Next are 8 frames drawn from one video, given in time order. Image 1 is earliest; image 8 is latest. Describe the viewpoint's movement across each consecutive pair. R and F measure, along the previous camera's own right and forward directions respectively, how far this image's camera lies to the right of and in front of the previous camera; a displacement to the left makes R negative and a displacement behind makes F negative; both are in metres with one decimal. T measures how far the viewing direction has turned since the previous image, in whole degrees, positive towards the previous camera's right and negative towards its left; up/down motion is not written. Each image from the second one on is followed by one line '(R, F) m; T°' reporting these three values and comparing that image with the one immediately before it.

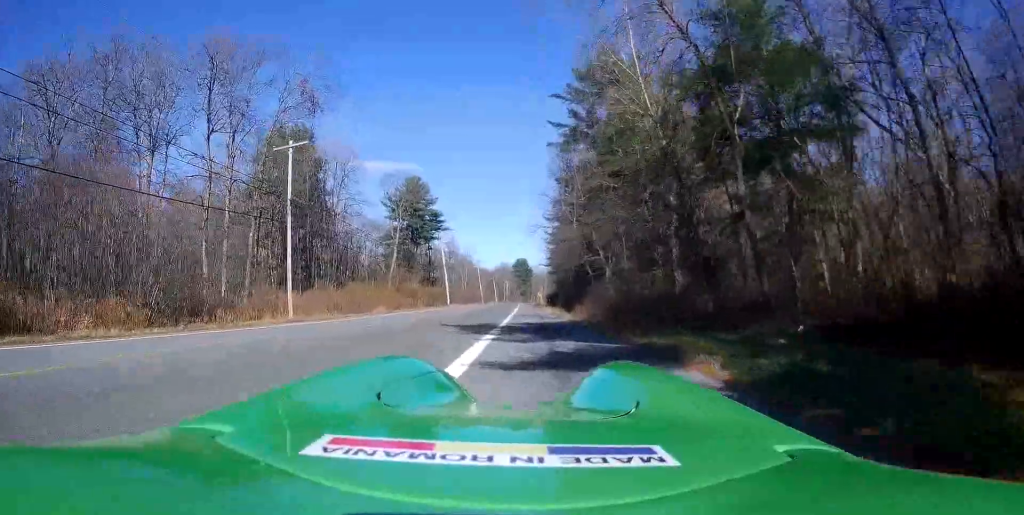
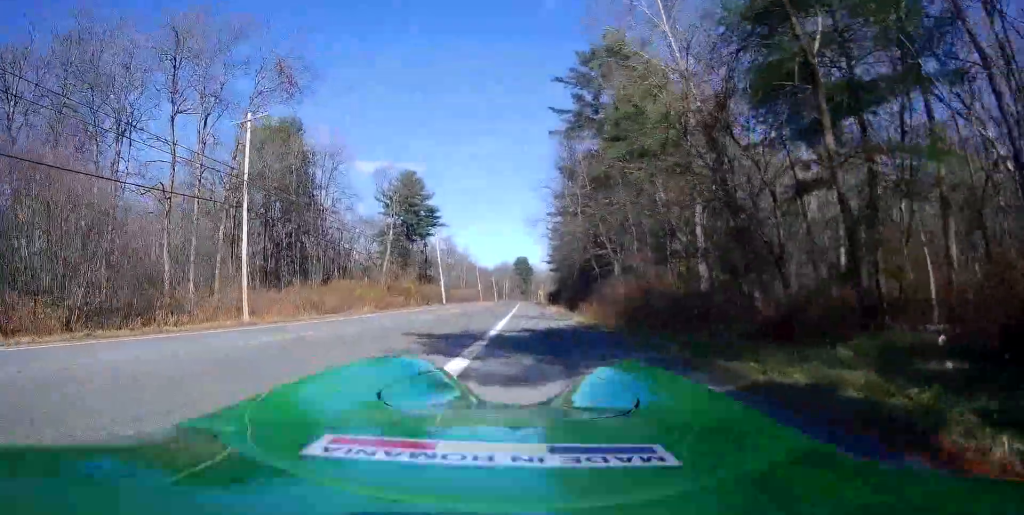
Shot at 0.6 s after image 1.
(+0.2, +4.6) m; +2°
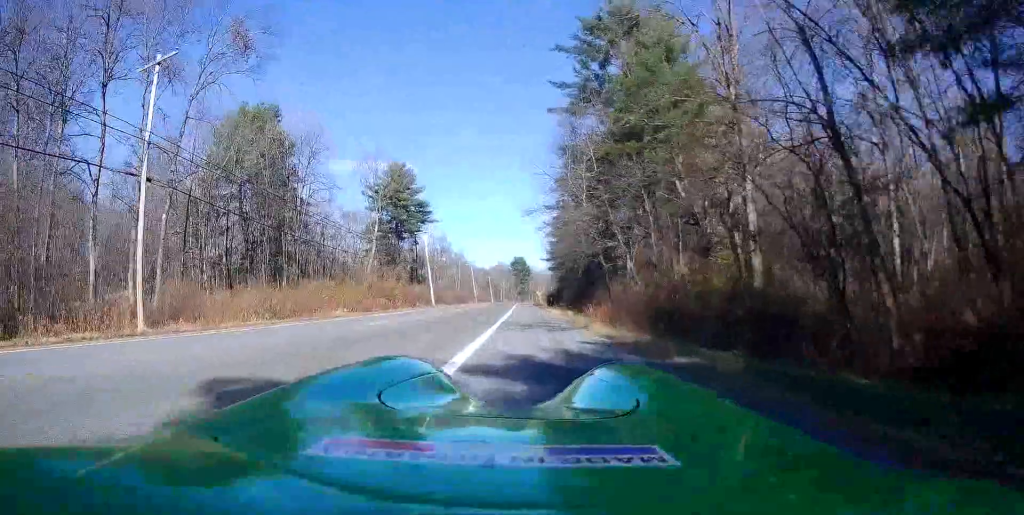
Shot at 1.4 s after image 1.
(+0.1, +7.2) m; +1°
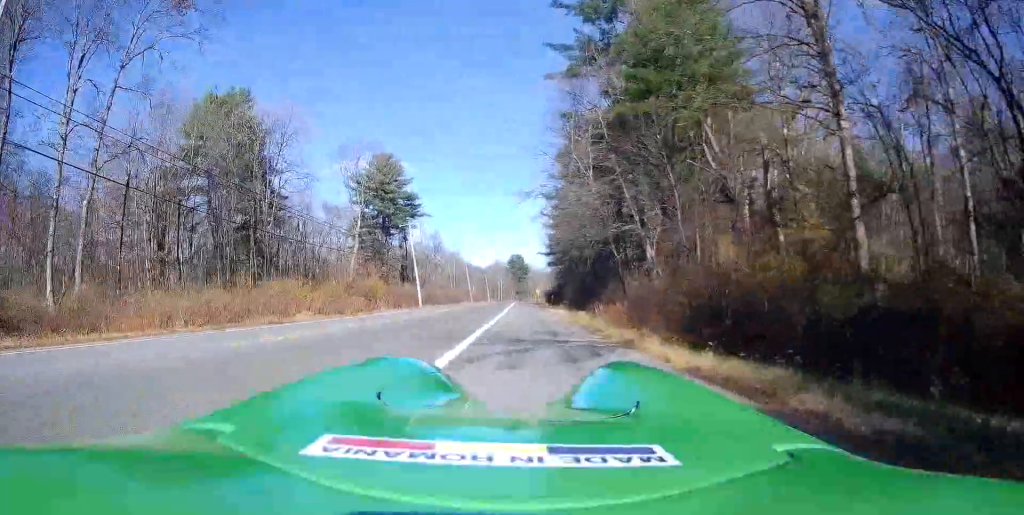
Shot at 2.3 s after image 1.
(0.0, +8.2) m; -1°
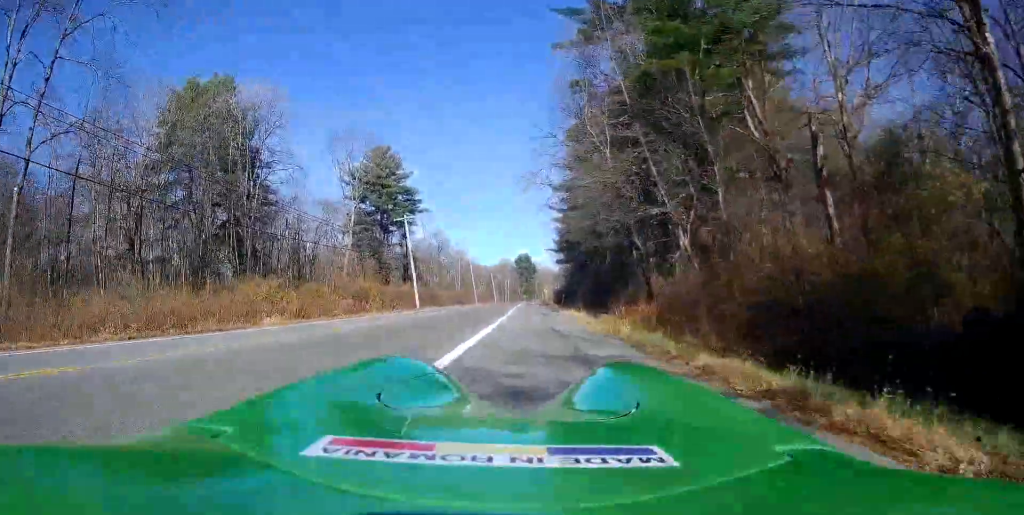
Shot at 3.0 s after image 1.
(+0.1, +6.2) m; -2°
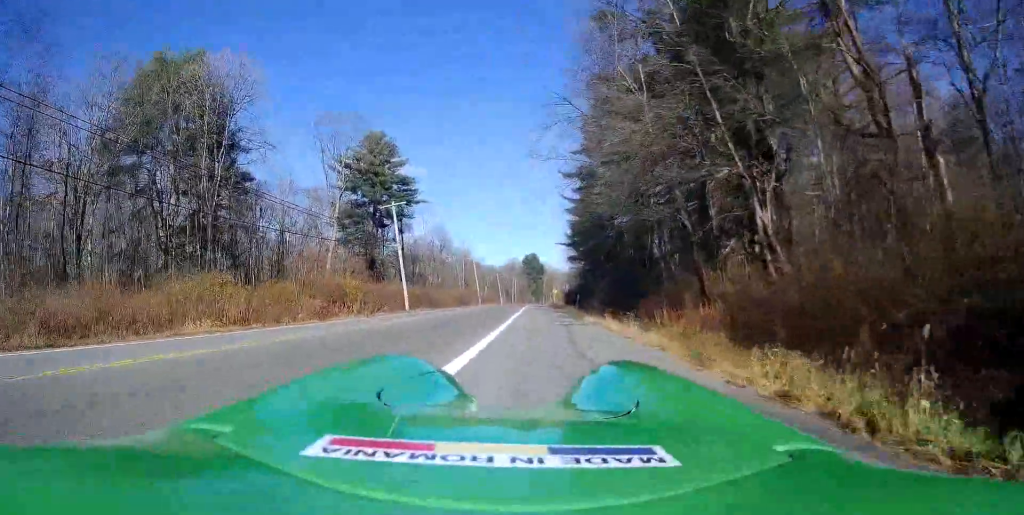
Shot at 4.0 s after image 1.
(-0.4, +9.2) m; +1°
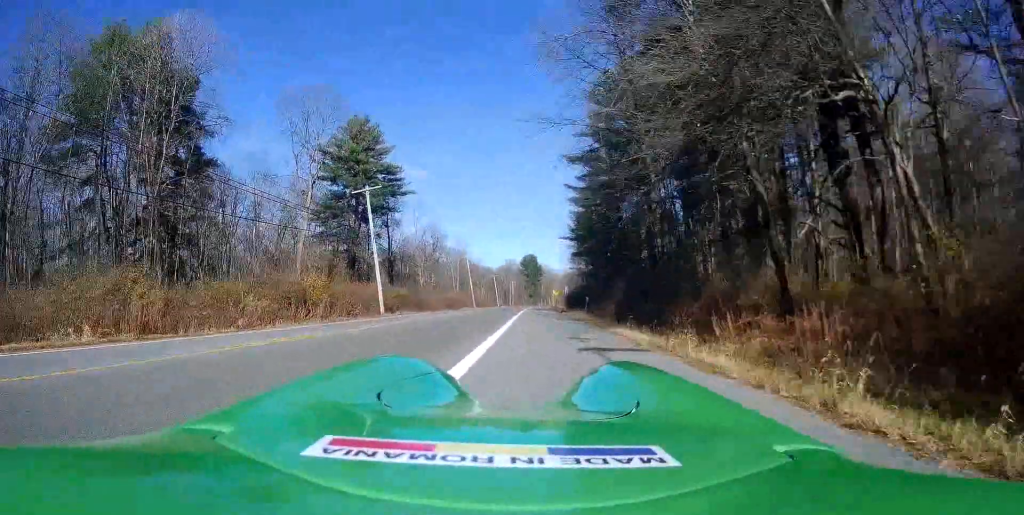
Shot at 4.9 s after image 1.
(+0.5, +4.0) m; 0°
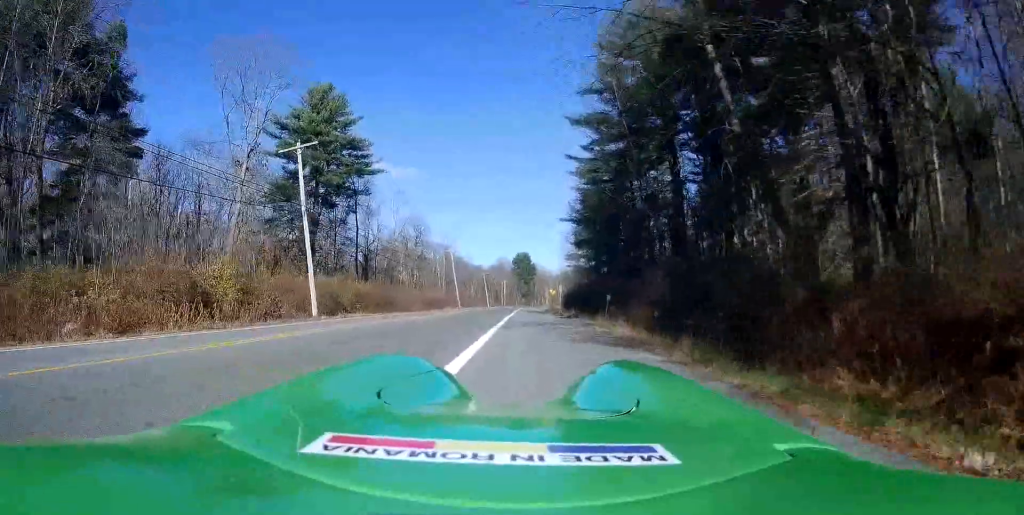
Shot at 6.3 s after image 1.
(-0.8, +14.3) m; -3°
